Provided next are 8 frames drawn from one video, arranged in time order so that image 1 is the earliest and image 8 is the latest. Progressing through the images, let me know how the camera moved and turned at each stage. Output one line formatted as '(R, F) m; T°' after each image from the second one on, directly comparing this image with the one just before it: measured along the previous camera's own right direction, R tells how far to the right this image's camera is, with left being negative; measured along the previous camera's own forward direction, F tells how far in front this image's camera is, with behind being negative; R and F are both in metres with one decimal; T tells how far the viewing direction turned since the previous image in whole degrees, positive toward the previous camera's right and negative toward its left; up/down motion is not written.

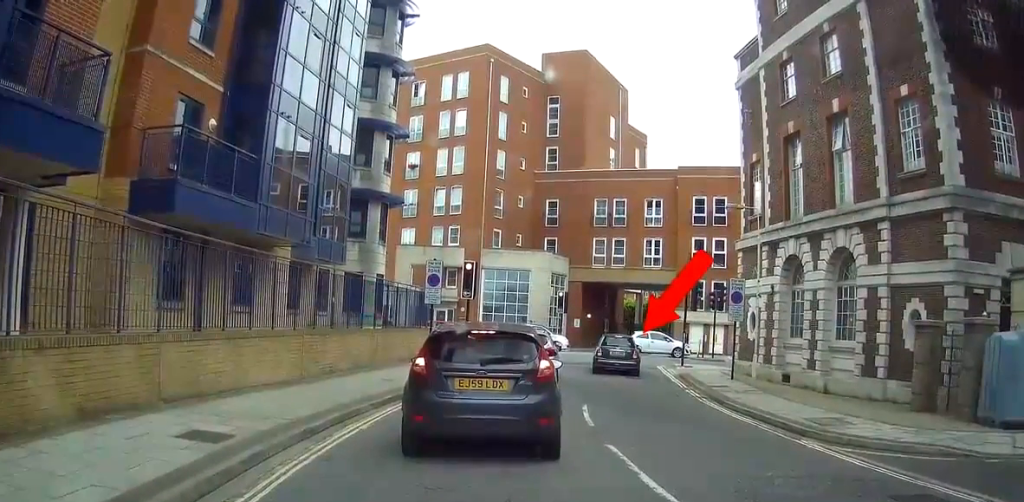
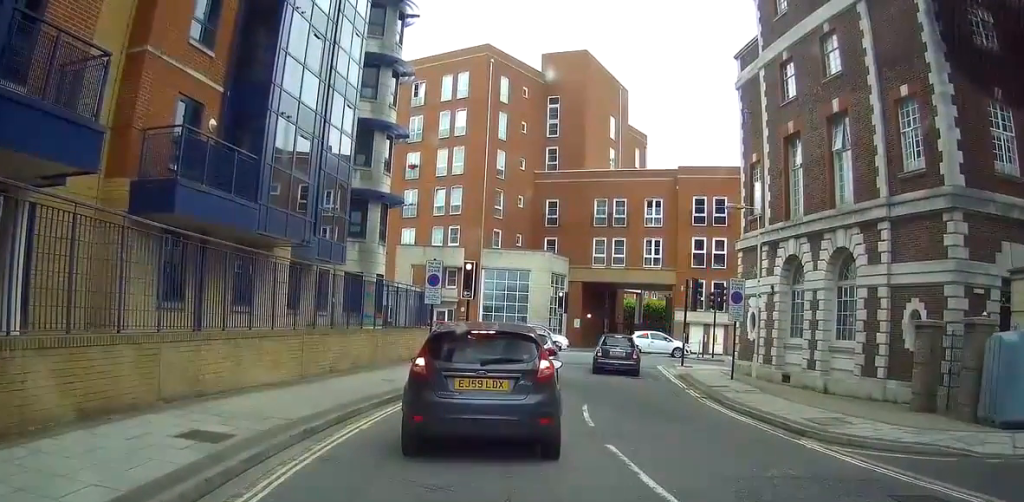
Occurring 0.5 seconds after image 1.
(0.0, 0.0) m; 0°
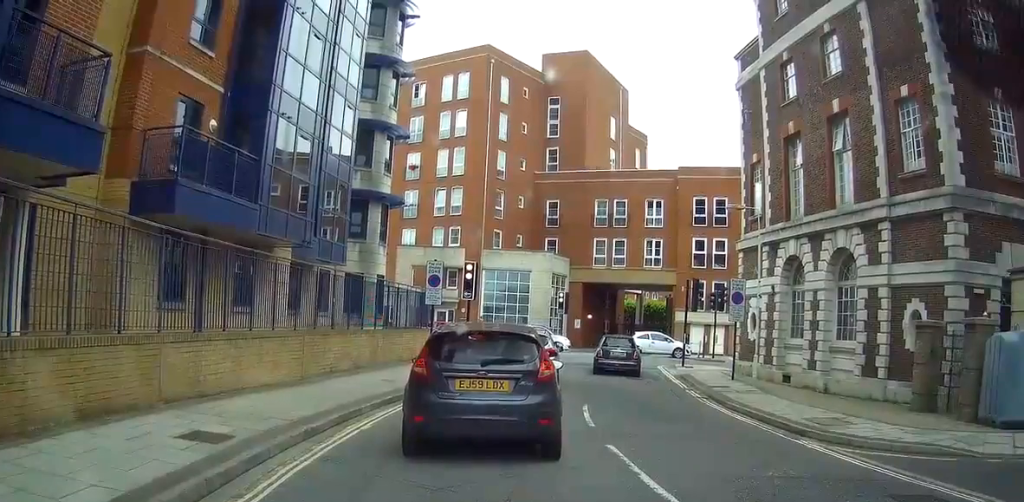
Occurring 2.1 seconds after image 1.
(-0.1, +0.3) m; 0°
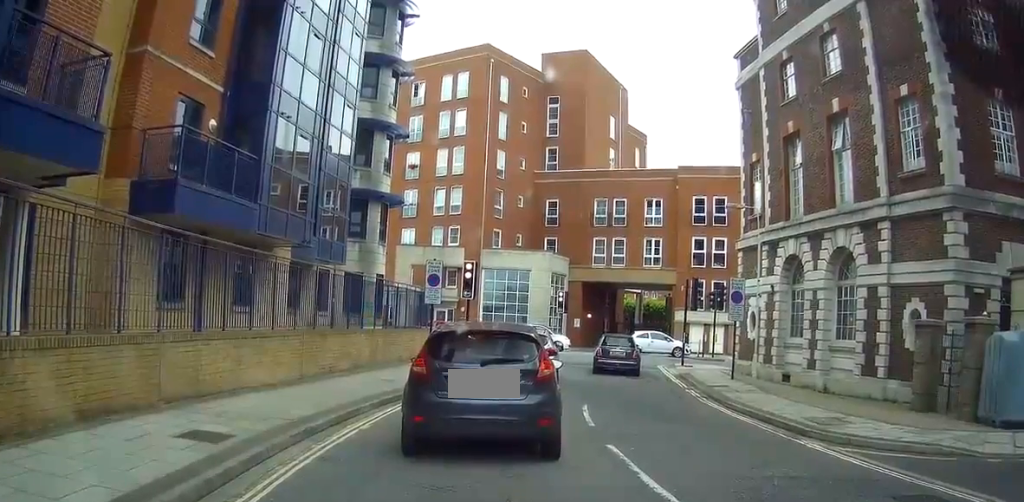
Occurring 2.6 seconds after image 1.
(0.0, 0.0) m; 0°
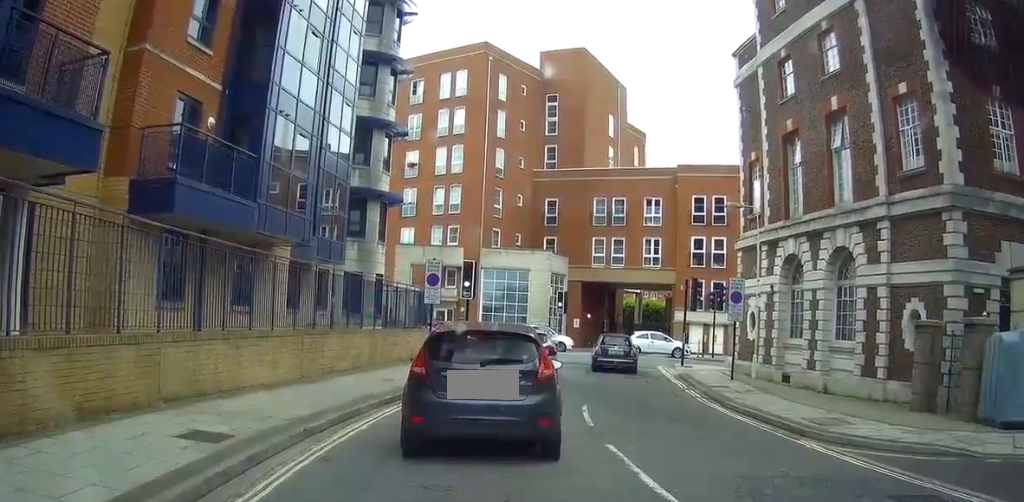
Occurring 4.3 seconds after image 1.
(0.0, 0.0) m; 0°
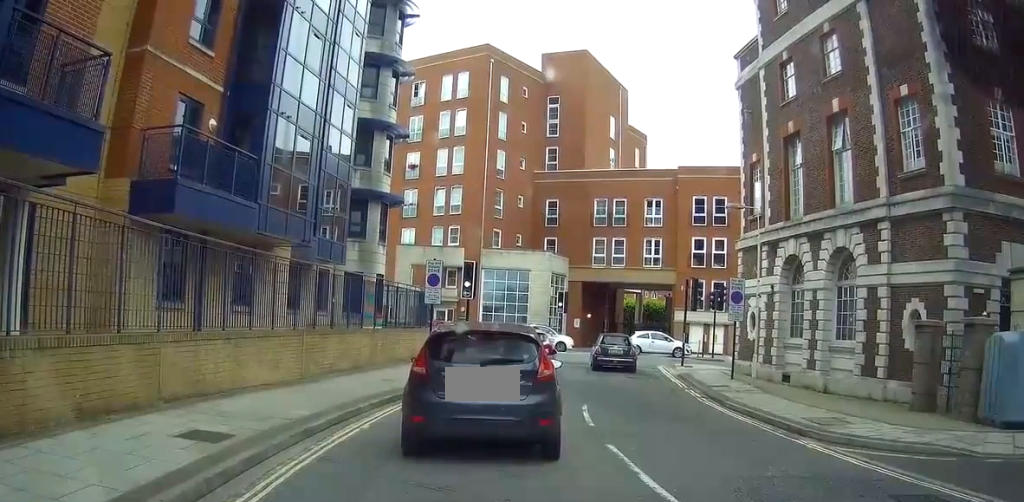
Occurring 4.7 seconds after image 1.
(0.0, 0.0) m; 0°
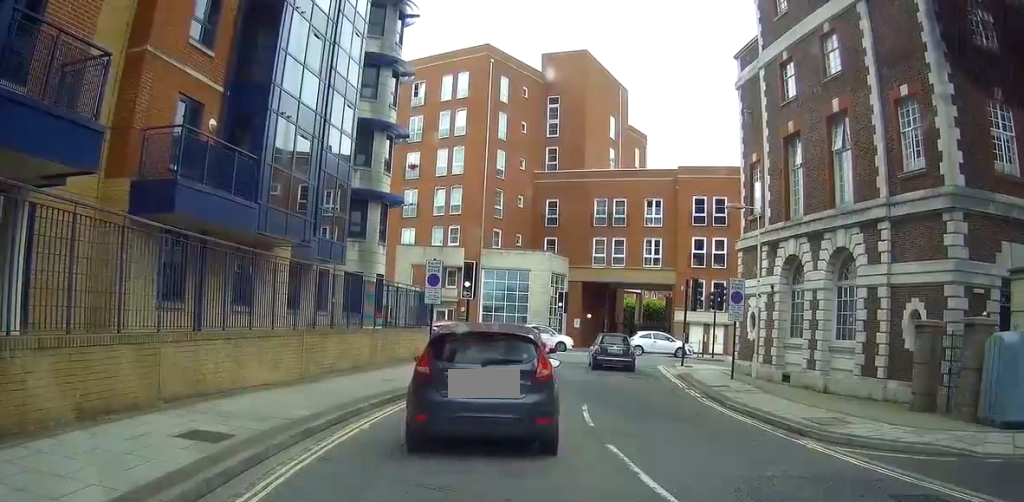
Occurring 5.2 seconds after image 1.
(0.0, 0.0) m; 0°
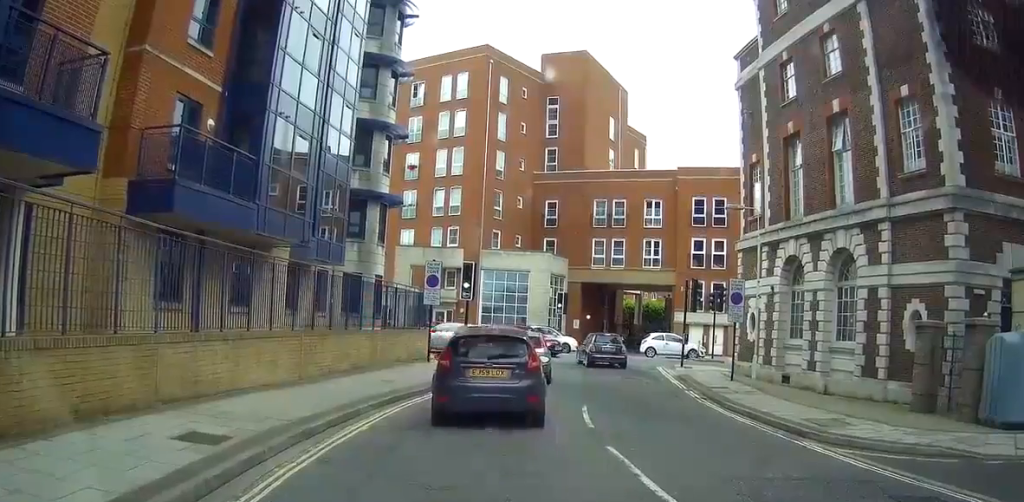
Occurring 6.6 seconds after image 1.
(0.0, 0.0) m; 0°
